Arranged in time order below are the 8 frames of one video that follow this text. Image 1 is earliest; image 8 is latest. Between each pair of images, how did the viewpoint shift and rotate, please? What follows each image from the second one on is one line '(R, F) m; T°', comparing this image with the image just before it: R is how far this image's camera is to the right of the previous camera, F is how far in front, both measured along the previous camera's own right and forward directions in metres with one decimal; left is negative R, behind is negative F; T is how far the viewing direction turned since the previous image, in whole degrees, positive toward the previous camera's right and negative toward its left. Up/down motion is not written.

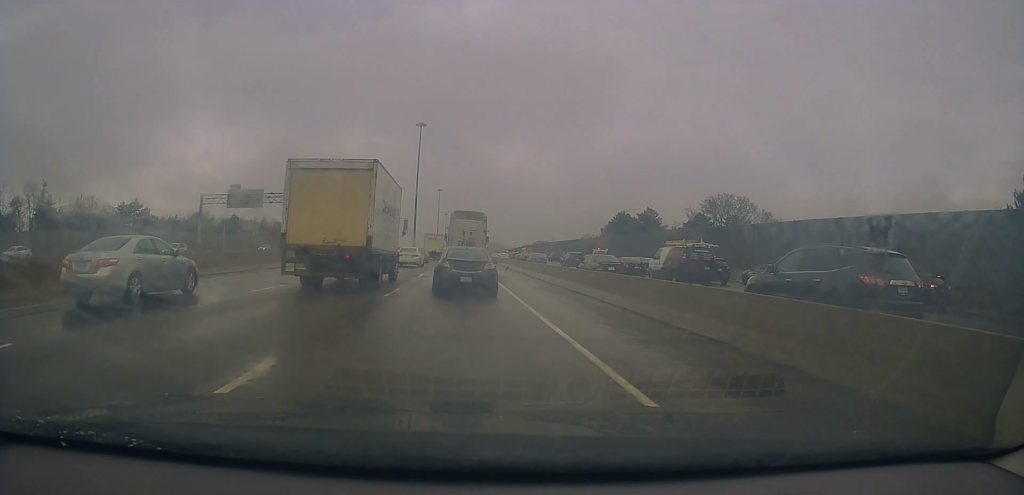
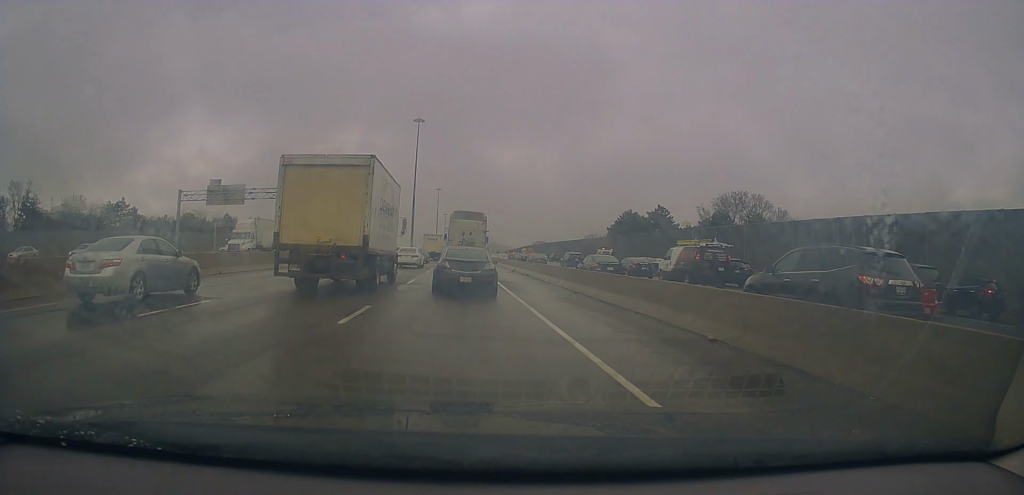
(0.0, +5.8) m; +1°
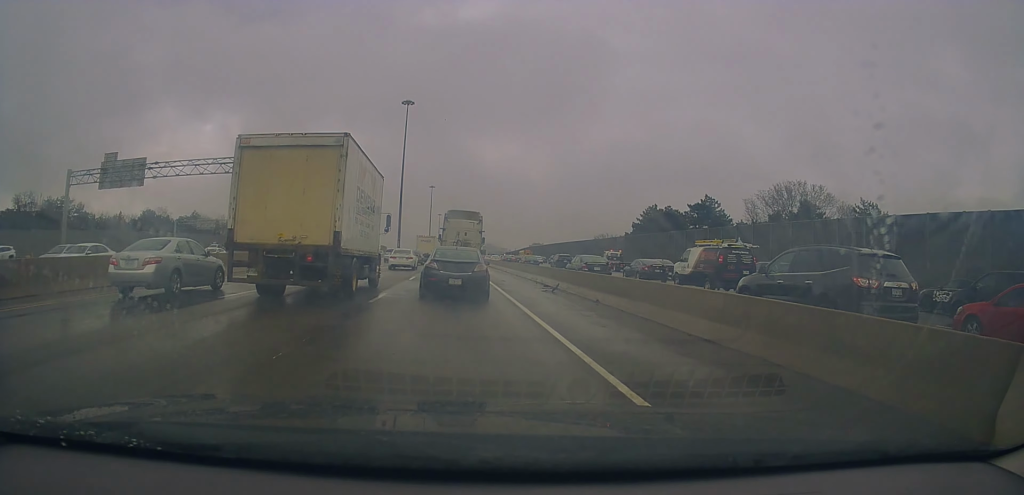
(+0.1, +20.3) m; -1°
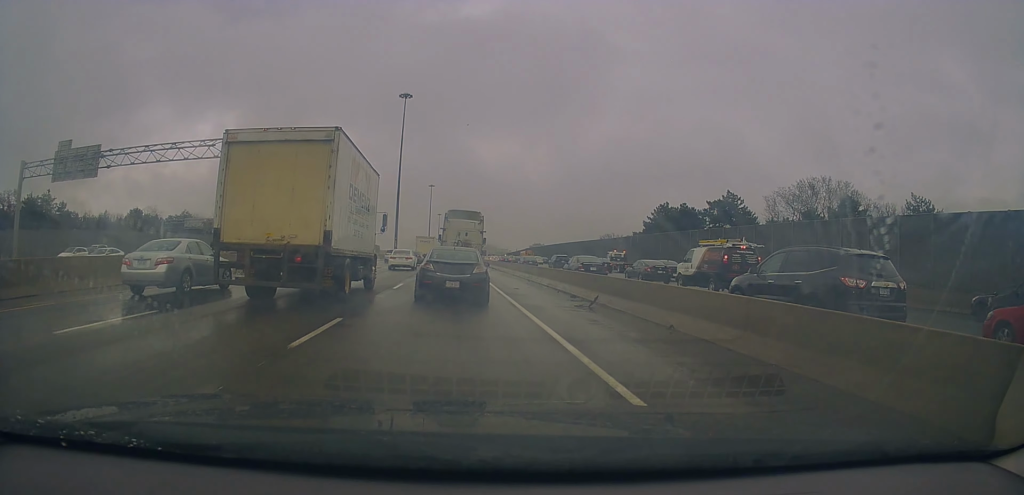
(+0.1, +6.3) m; +1°
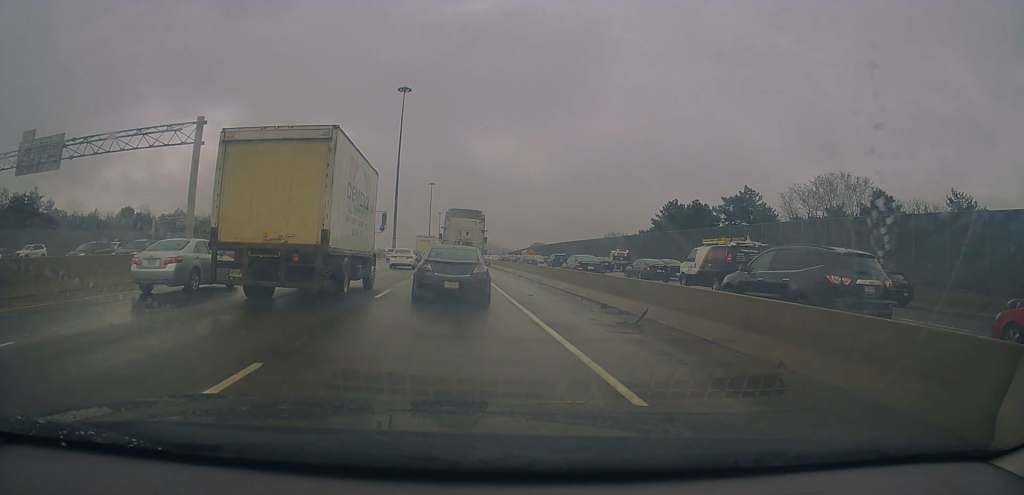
(+0.1, +4.4) m; +1°
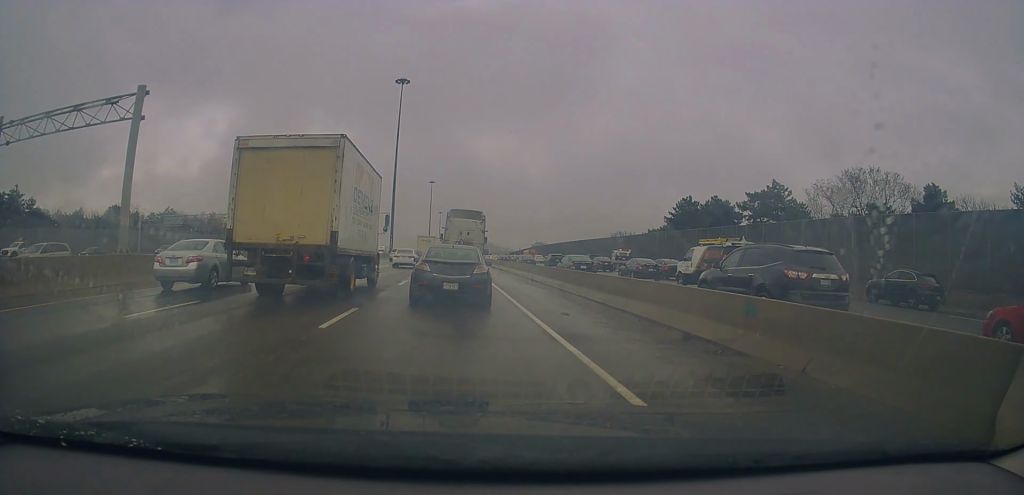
(0.0, +6.4) m; 0°
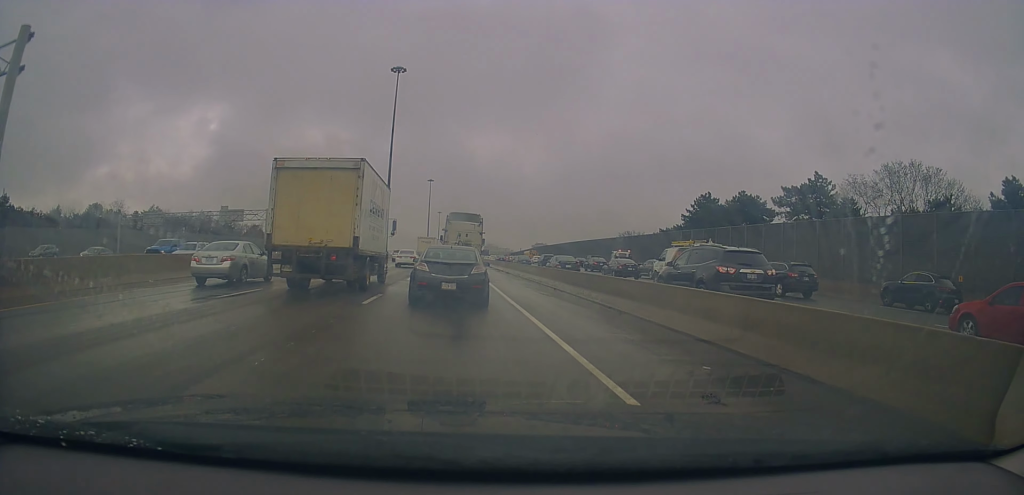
(0.0, +8.0) m; +2°
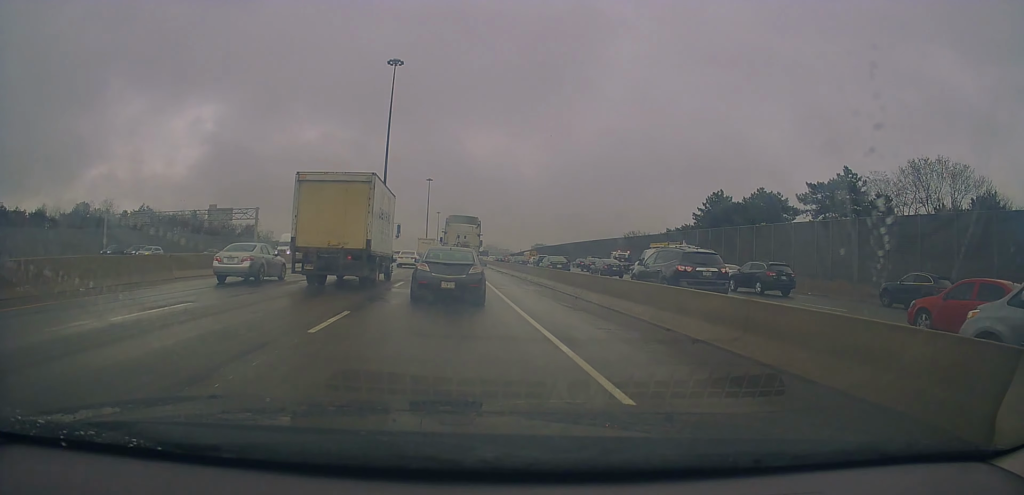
(+0.2, +4.8) m; 0°
